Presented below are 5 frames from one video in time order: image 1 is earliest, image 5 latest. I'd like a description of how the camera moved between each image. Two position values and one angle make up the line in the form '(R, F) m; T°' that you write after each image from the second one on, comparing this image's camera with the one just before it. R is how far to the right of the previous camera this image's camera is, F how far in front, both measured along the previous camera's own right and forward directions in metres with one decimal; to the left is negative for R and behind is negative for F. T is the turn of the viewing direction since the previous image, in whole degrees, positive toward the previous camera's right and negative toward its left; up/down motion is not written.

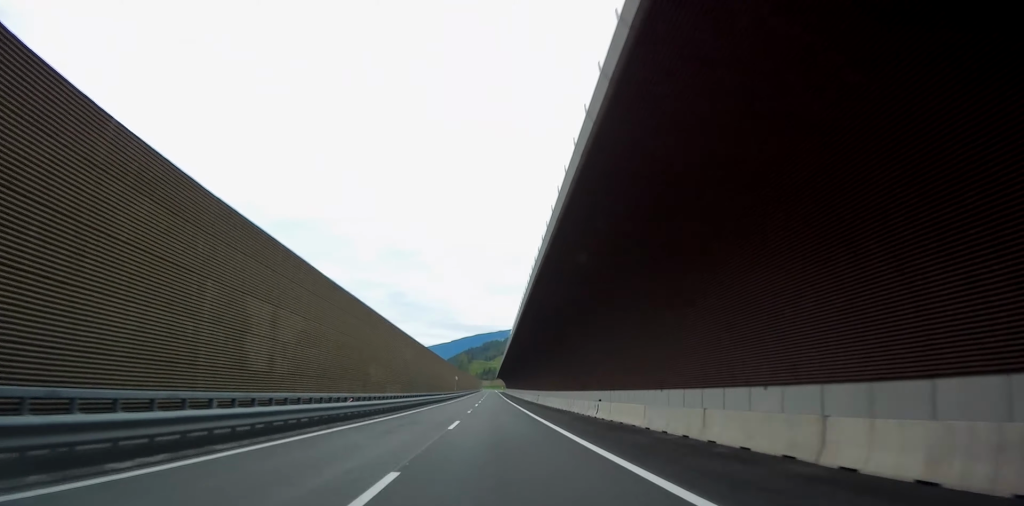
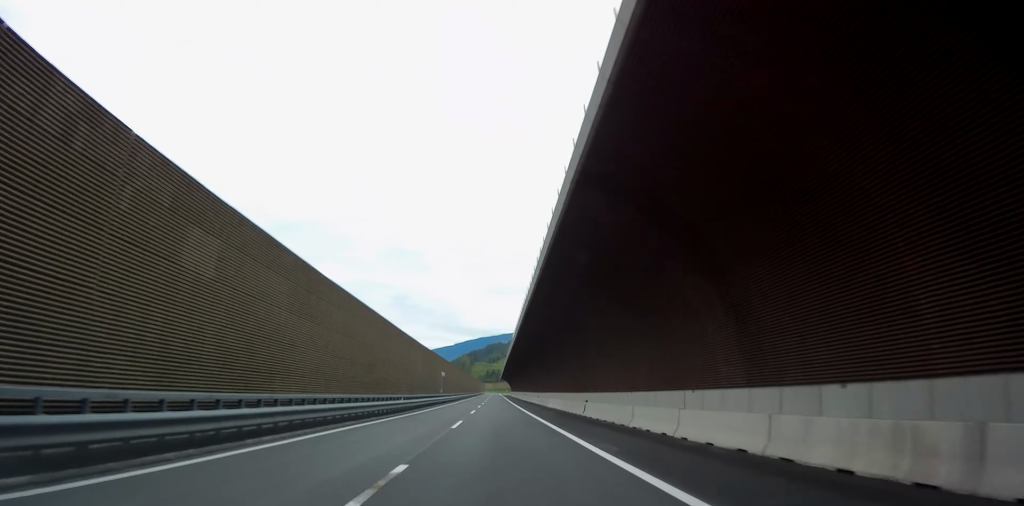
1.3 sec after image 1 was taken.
(-0.2, +34.6) m; 0°
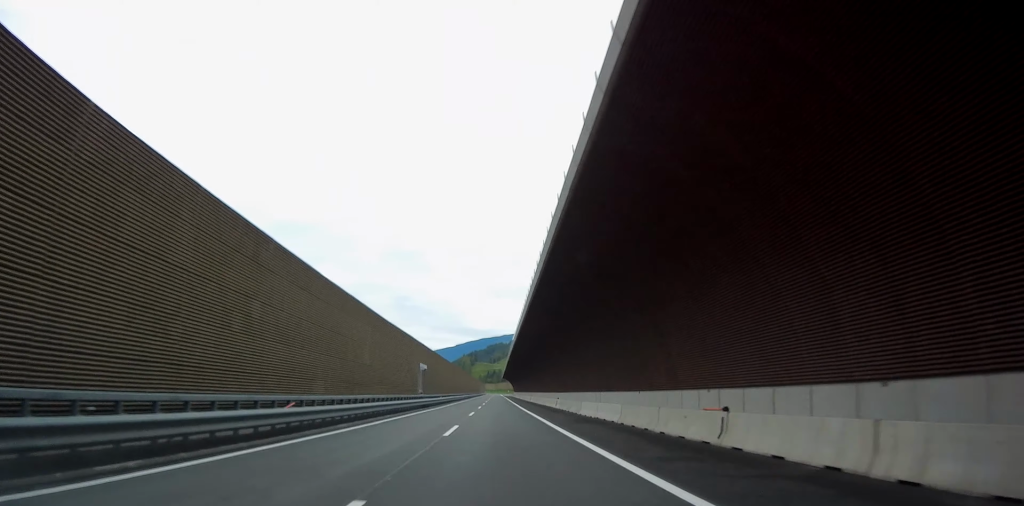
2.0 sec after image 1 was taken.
(0.0, +21.4) m; 0°
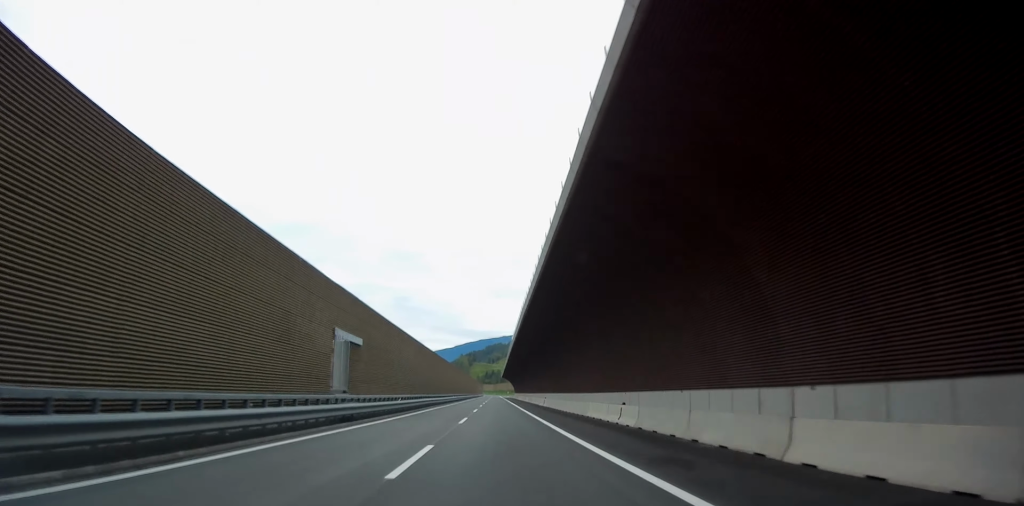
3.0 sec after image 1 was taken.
(0.0, +27.3) m; +1°
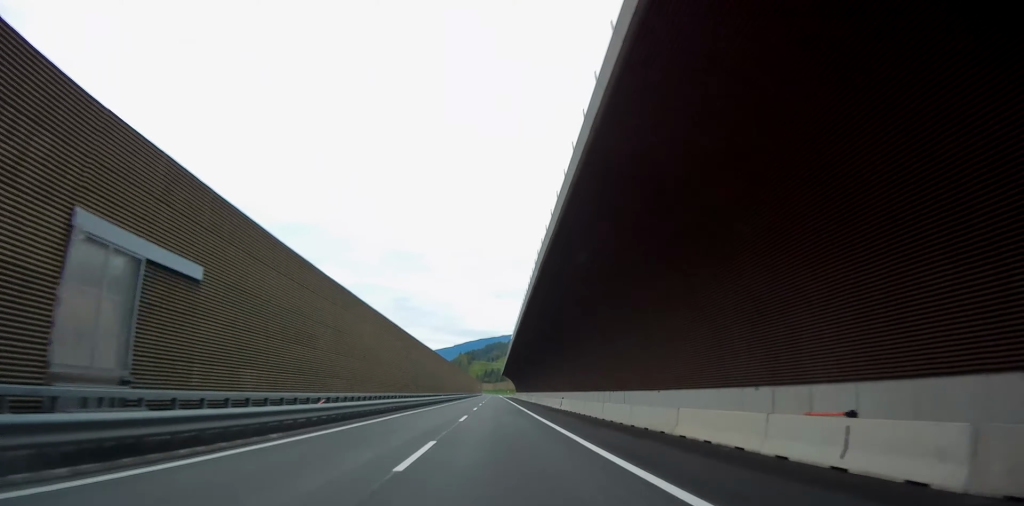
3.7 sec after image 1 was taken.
(+0.1, +17.2) m; 0°
